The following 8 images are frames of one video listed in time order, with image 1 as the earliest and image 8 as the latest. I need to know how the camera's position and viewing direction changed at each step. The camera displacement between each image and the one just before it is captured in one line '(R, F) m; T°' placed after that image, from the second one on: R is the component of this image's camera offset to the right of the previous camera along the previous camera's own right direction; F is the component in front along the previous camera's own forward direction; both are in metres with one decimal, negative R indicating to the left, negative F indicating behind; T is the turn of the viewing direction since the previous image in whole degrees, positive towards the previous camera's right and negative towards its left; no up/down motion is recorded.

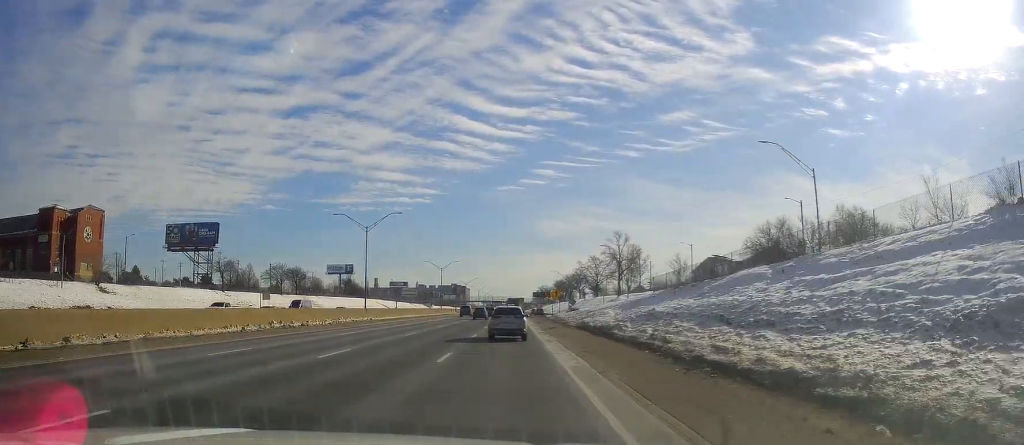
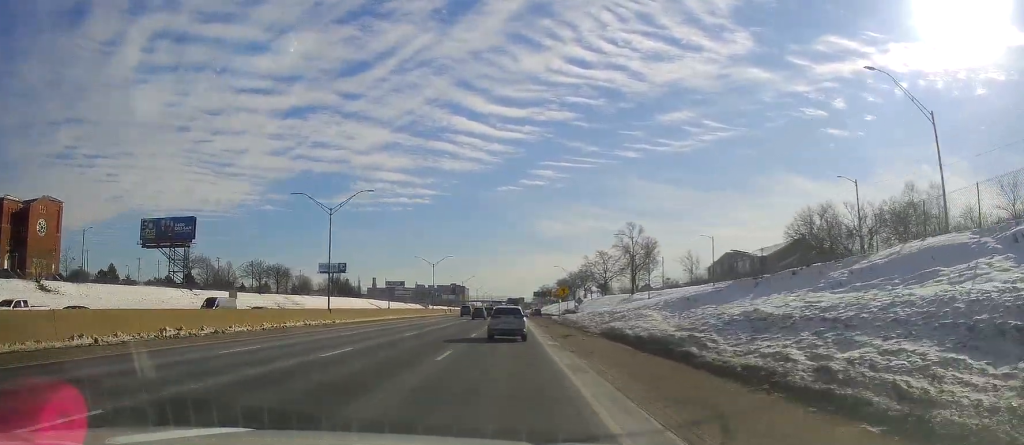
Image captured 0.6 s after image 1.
(+0.2, +14.7) m; 0°
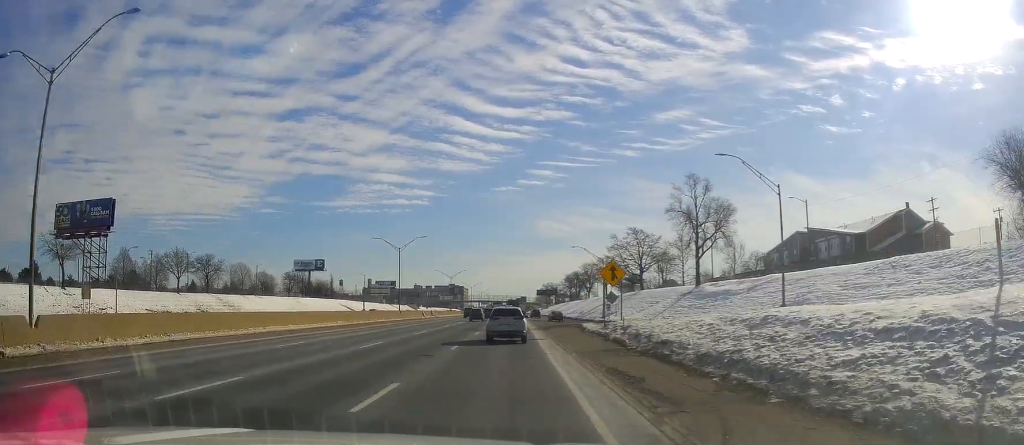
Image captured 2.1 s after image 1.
(-0.7, +39.9) m; -1°
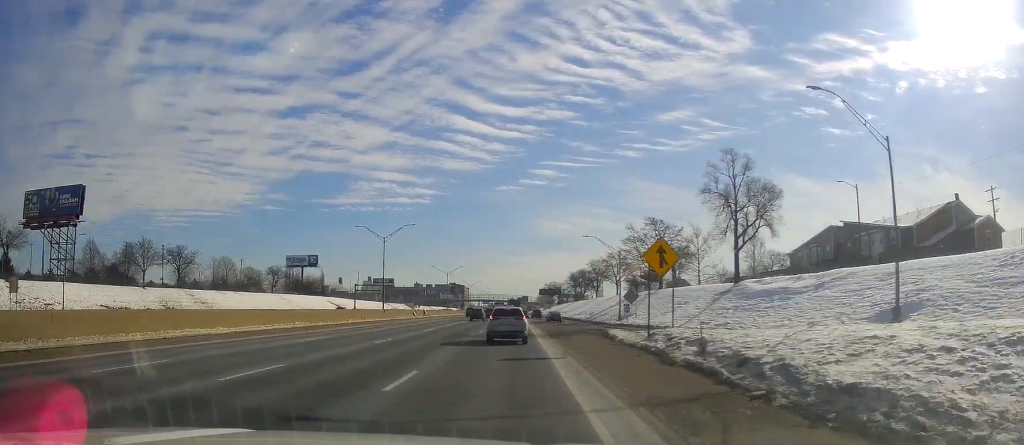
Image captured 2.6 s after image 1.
(0.0, +12.6) m; 0°
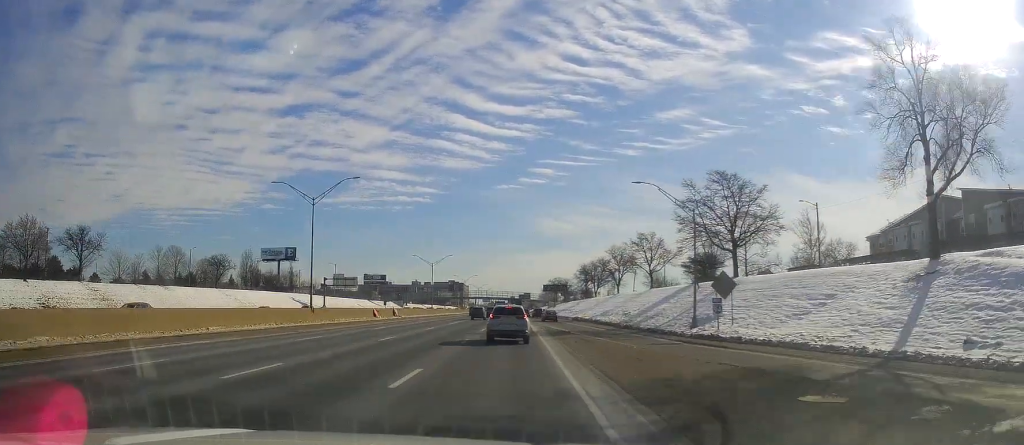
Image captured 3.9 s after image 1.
(-0.3, +30.7) m; 0°
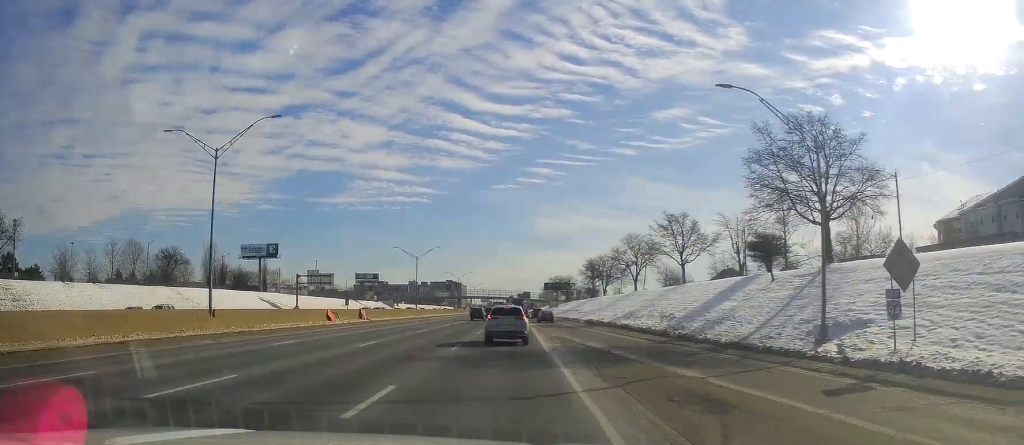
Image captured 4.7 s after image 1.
(+0.1, +19.3) m; 0°
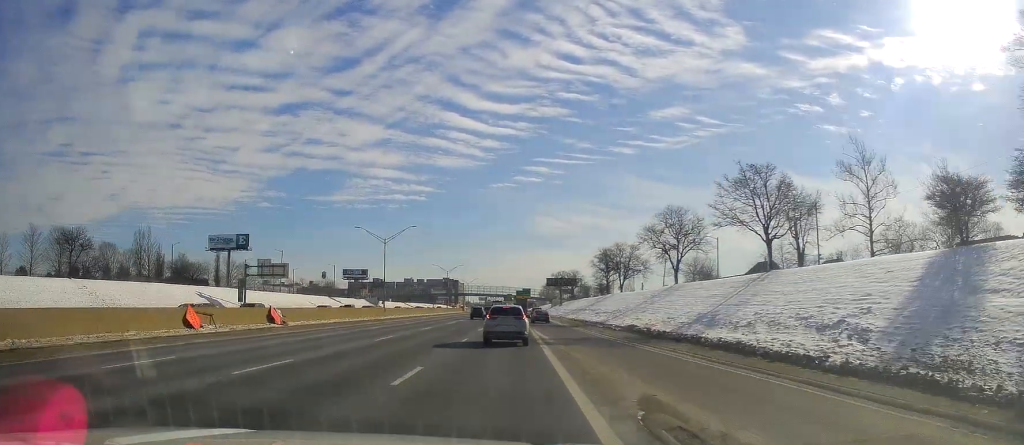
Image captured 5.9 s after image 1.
(-0.2, +27.5) m; -1°
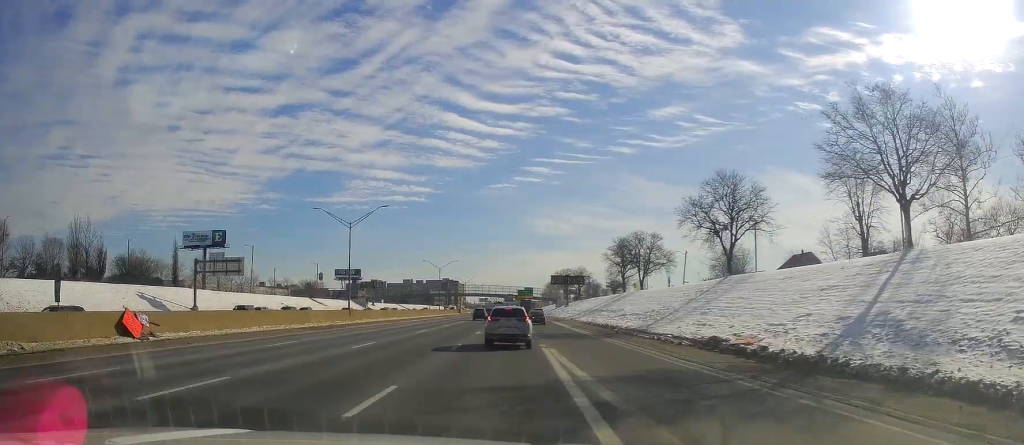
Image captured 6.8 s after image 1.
(-0.2, +19.3) m; 0°
